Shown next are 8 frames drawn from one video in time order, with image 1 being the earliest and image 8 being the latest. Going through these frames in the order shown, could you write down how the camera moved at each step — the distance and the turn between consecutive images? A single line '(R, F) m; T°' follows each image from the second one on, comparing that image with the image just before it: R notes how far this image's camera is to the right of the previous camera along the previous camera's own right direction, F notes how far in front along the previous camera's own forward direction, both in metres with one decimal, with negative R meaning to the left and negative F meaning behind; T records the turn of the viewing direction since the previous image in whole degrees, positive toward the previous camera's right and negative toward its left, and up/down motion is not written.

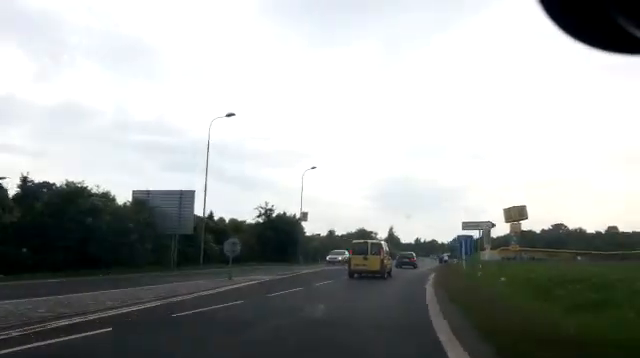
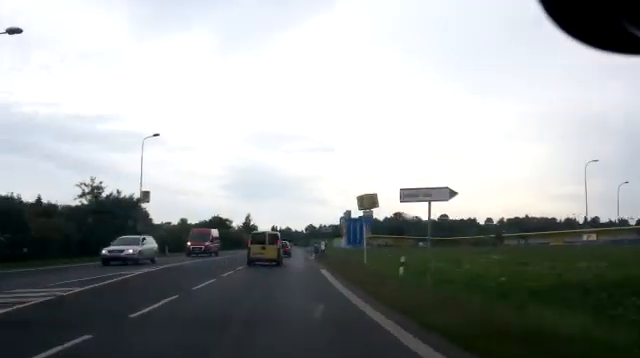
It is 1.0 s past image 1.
(+1.1, +10.0) m; +7°
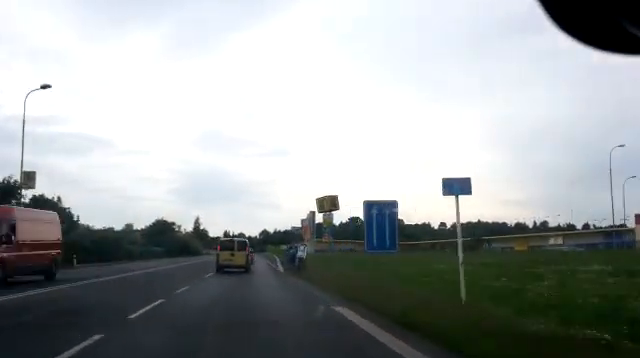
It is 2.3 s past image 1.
(+0.4, +14.2) m; +2°
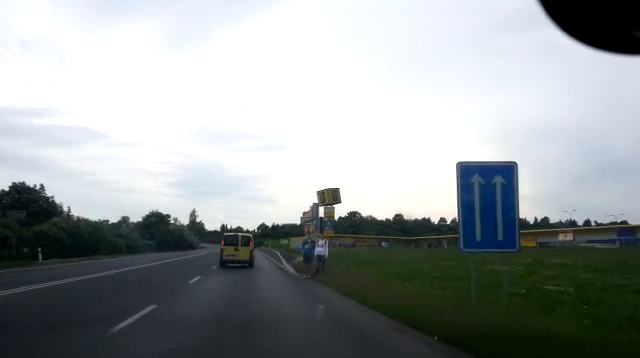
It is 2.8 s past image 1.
(0.0, +6.6) m; +1°
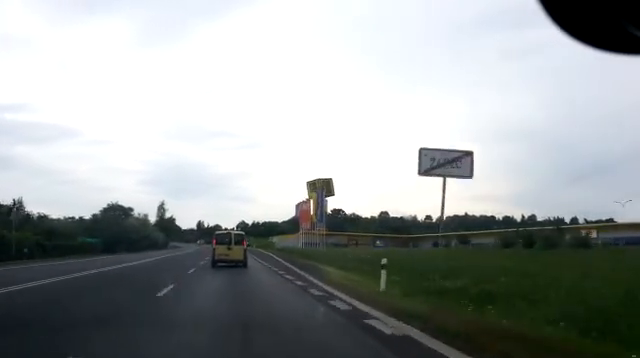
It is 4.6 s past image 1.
(+0.6, +21.7) m; +3°
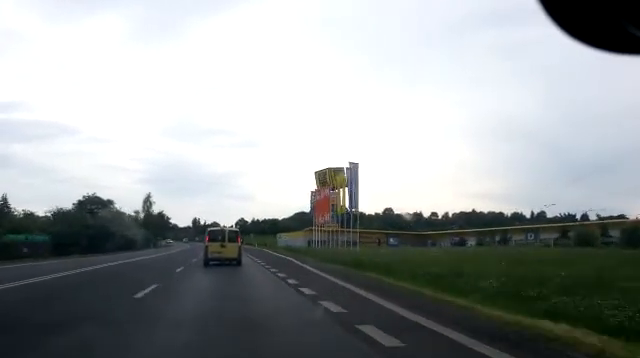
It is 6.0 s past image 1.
(+0.1, +17.3) m; +1°
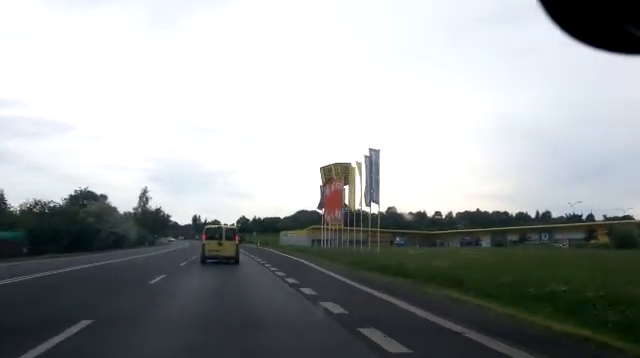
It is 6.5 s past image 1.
(0.0, +6.0) m; +1°
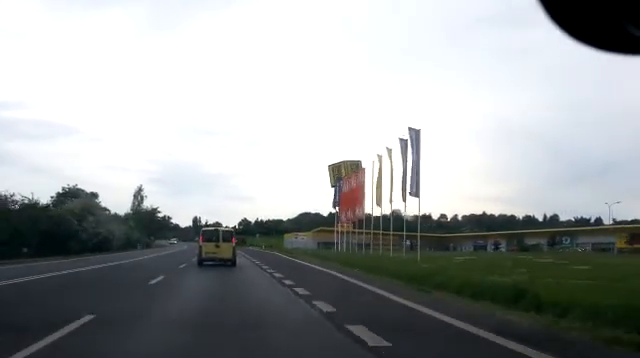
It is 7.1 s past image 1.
(+0.1, +8.1) m; 0°
